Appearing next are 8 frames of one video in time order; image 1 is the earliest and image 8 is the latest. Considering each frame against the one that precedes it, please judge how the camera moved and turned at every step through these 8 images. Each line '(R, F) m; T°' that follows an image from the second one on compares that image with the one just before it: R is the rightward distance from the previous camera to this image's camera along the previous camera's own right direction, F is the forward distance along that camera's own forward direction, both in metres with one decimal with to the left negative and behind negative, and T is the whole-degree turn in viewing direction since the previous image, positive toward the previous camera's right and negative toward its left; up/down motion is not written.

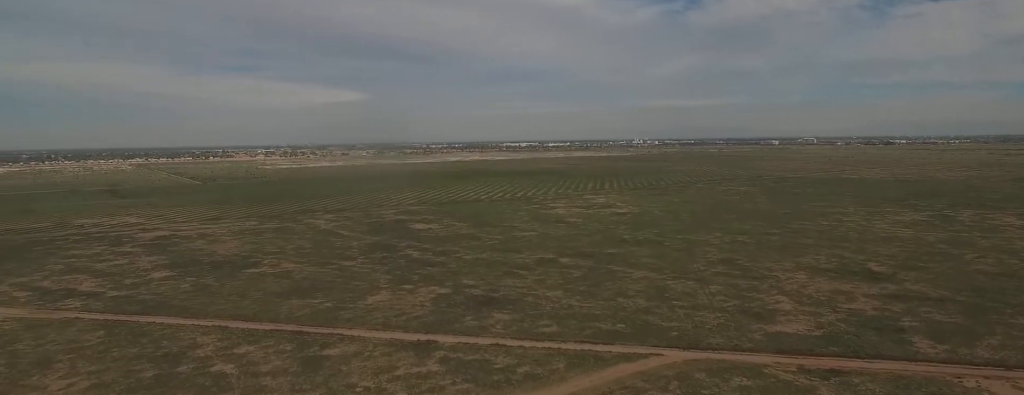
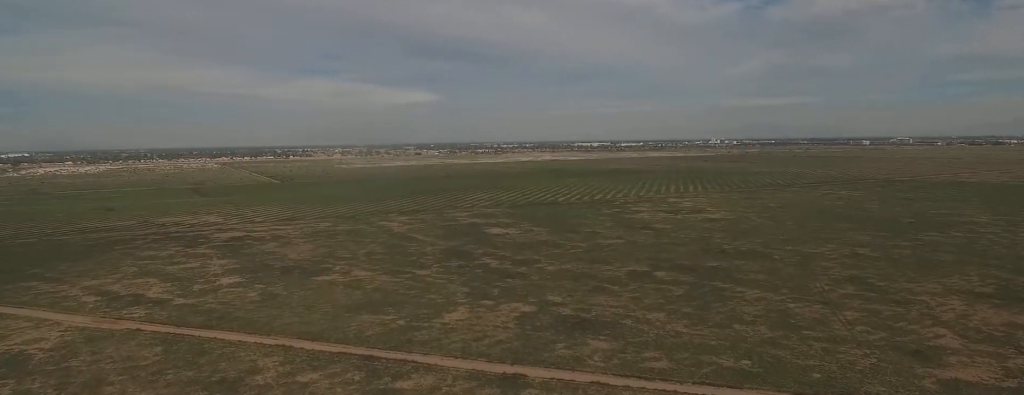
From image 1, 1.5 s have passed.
(-0.3, +23.9) m; -1°
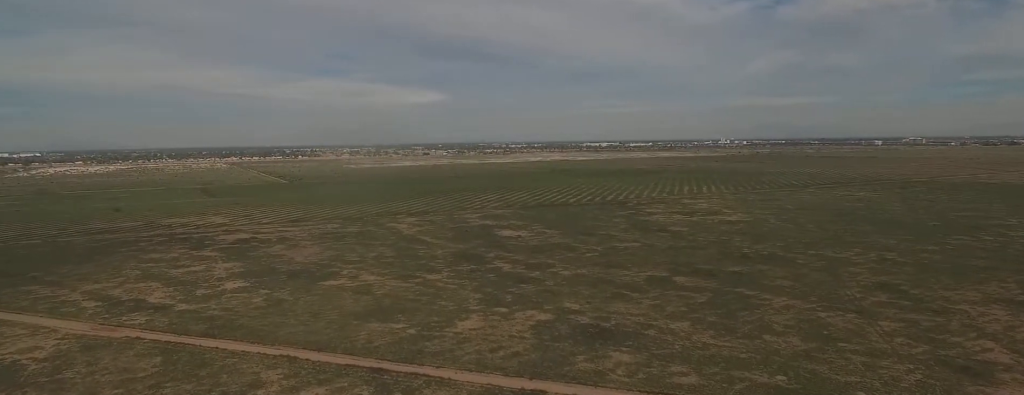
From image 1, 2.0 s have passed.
(0.0, +8.4) m; 0°
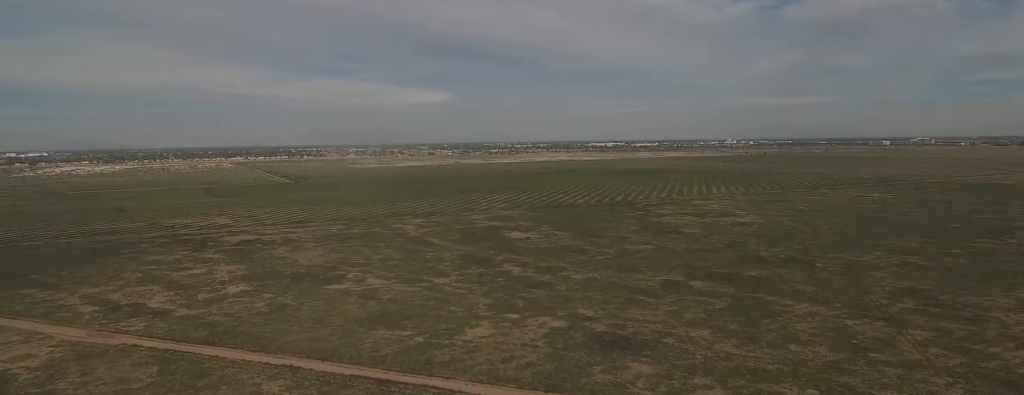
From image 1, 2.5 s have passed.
(0.0, +6.8) m; 0°
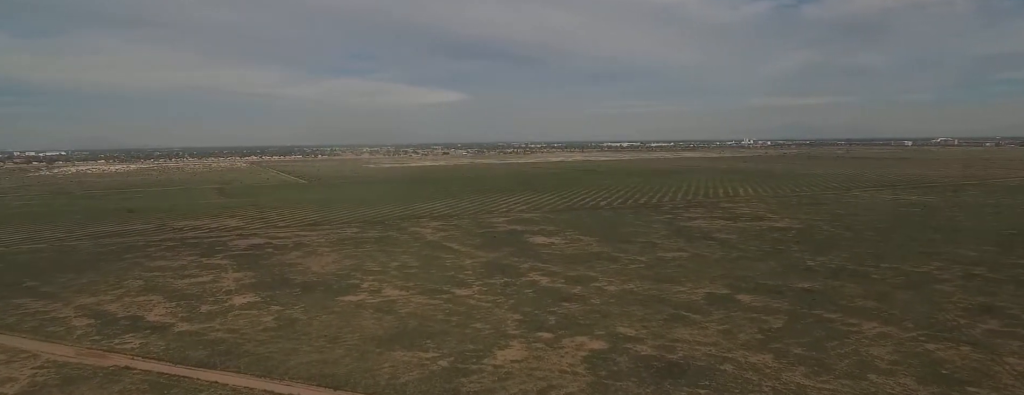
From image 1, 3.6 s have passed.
(+0.1, +17.8) m; +1°
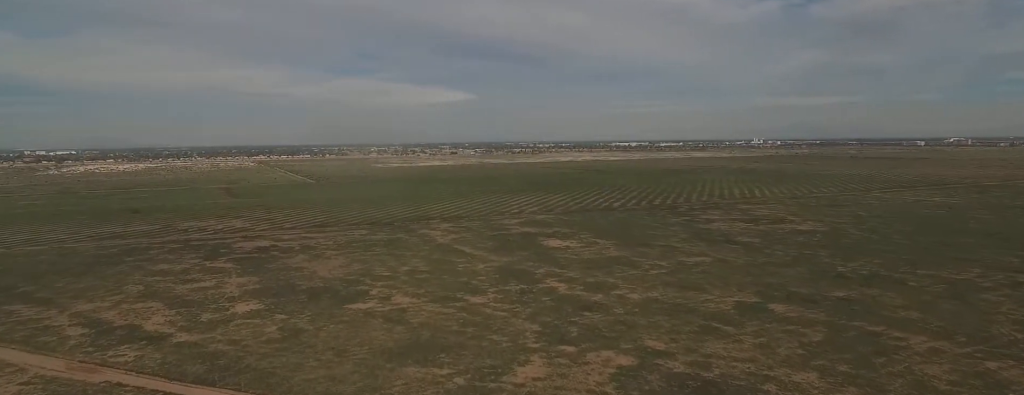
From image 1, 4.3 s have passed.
(+0.1, +13.1) m; +1°
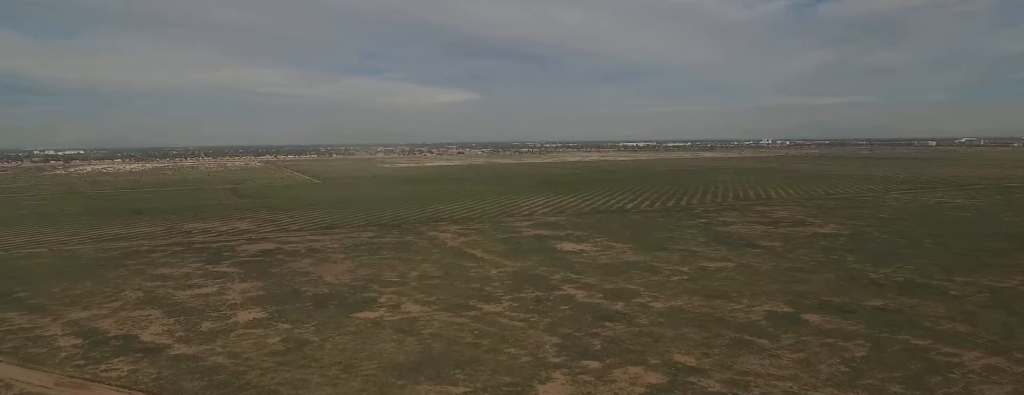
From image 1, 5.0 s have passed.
(+0.1, +9.9) m; +1°
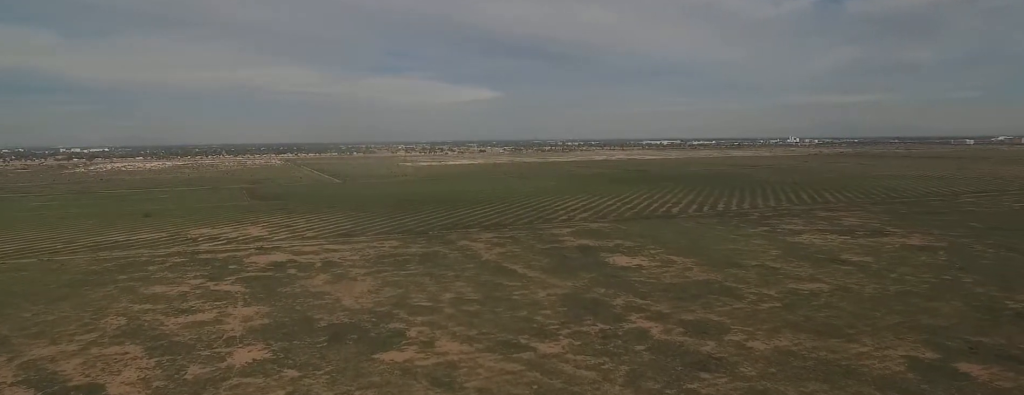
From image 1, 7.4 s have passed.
(+1.1, +36.6) m; +4°
